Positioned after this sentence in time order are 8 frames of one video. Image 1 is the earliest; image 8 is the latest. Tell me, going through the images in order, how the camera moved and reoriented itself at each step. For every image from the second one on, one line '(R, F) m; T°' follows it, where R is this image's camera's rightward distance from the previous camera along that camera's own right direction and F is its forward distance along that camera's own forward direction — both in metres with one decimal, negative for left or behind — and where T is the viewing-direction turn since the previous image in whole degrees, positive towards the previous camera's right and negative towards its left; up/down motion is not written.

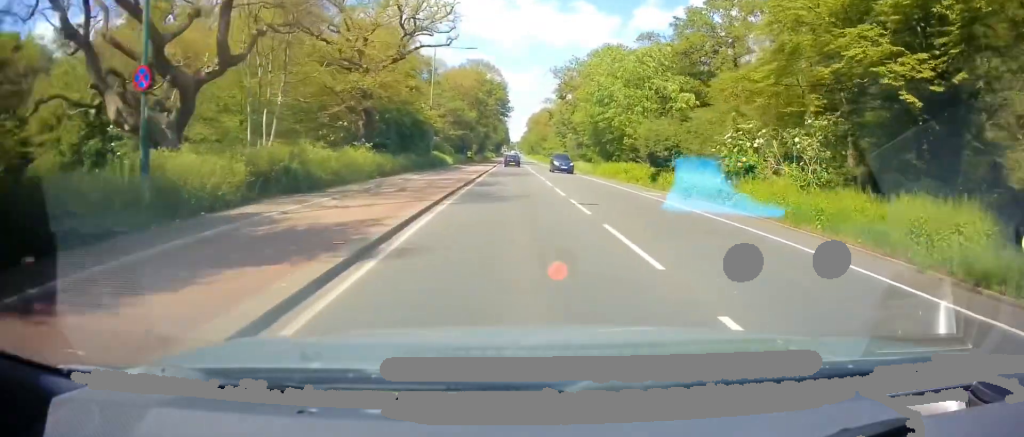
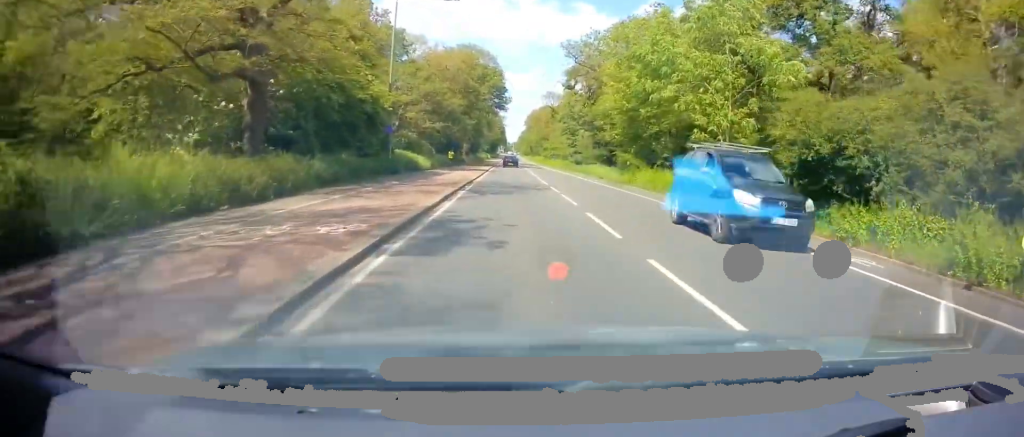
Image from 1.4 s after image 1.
(+0.3, +15.4) m; +2°
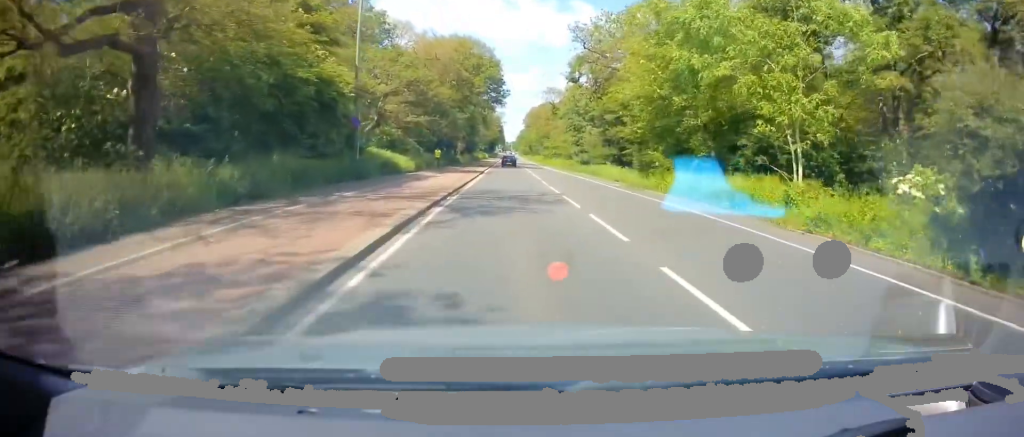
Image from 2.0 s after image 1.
(-0.1, +6.6) m; 0°
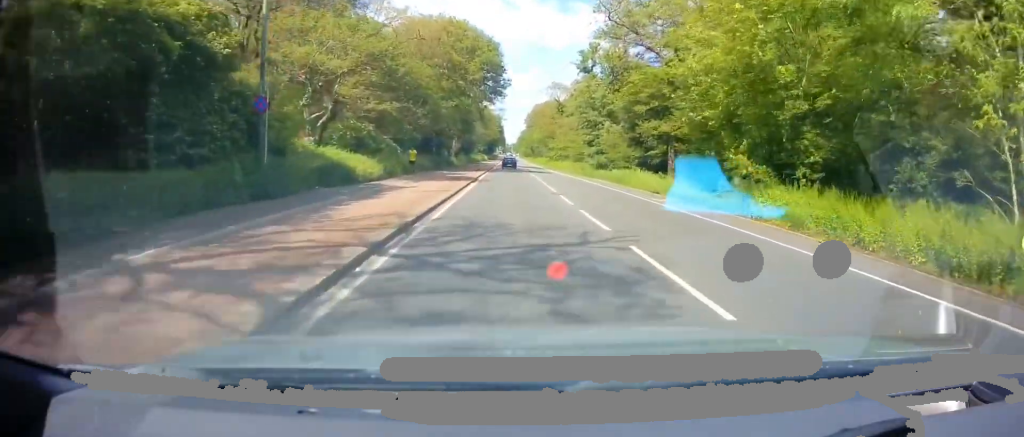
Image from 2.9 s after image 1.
(0.0, +10.0) m; 0°
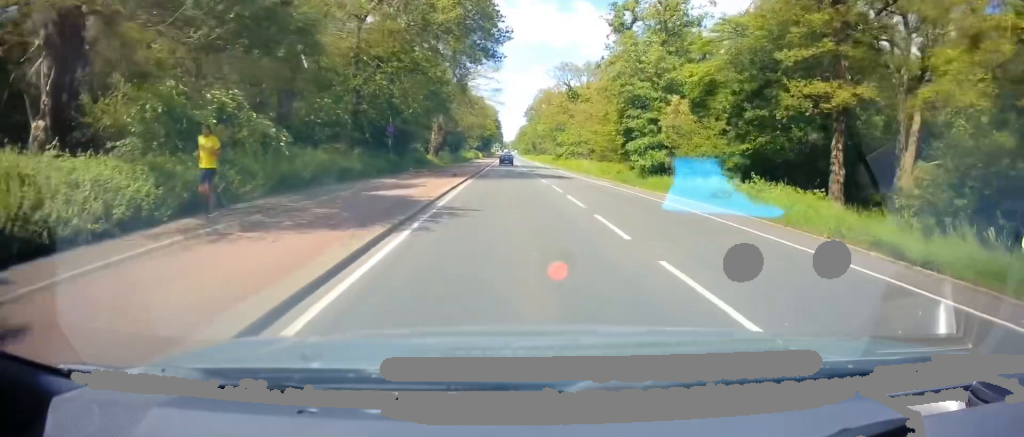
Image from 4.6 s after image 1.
(-0.1, +19.2) m; -1°
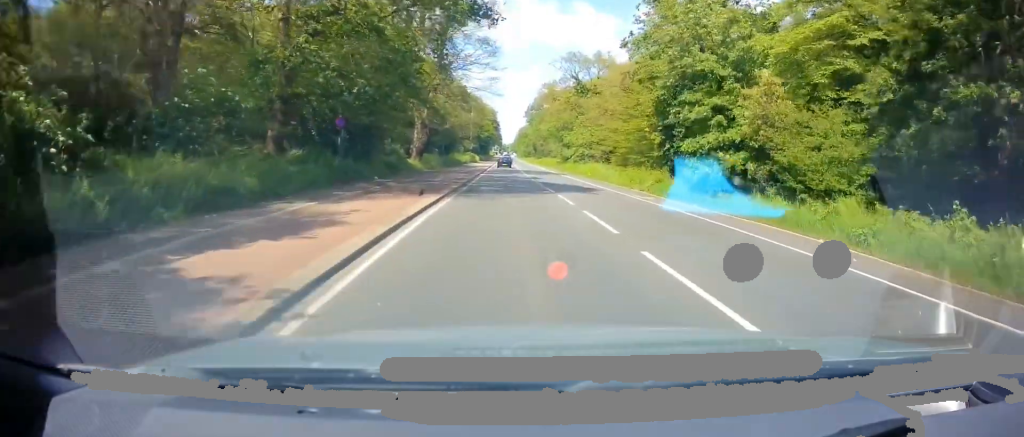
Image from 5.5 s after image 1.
(0.0, +10.2) m; +1°
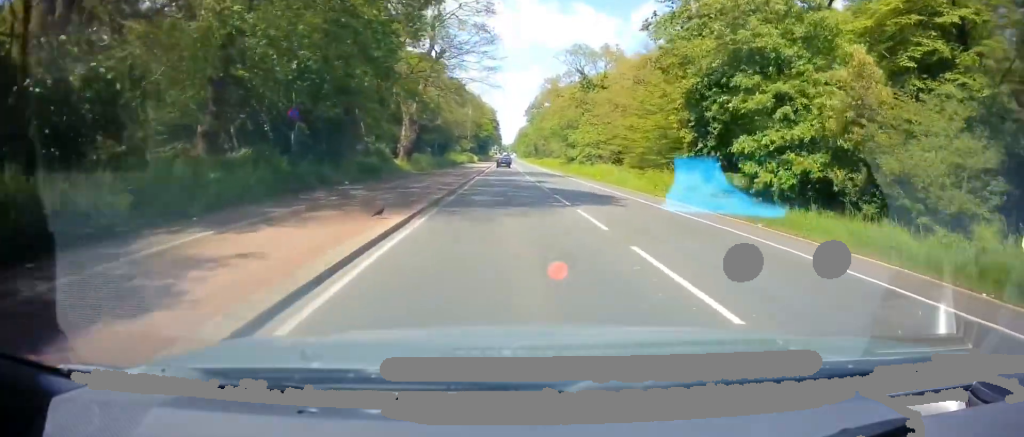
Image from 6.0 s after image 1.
(+0.1, +5.3) m; 0°
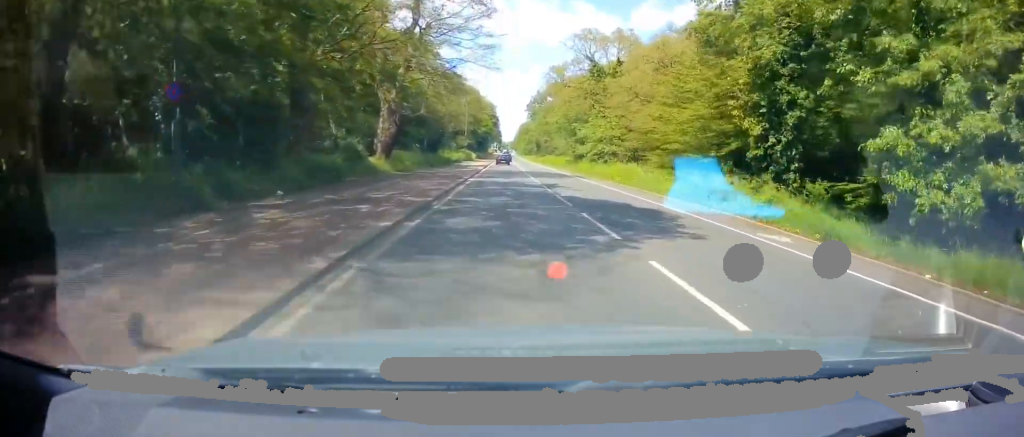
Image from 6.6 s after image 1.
(0.0, +7.2) m; 0°
